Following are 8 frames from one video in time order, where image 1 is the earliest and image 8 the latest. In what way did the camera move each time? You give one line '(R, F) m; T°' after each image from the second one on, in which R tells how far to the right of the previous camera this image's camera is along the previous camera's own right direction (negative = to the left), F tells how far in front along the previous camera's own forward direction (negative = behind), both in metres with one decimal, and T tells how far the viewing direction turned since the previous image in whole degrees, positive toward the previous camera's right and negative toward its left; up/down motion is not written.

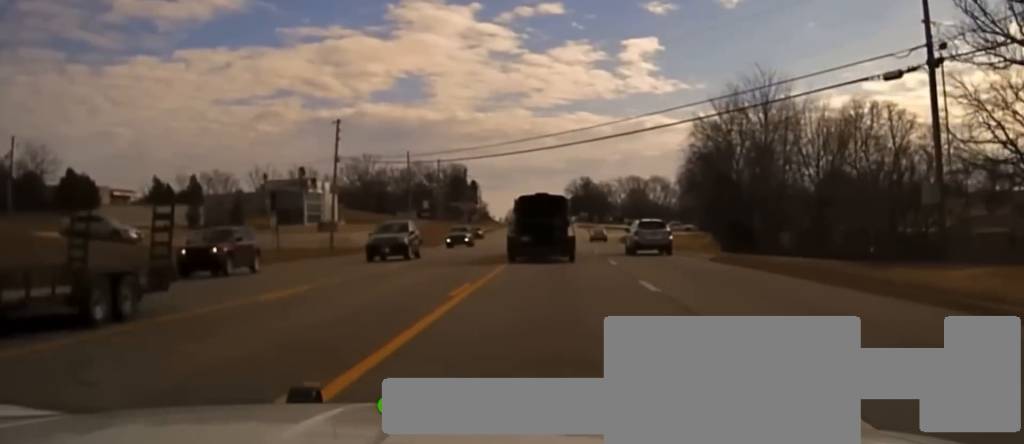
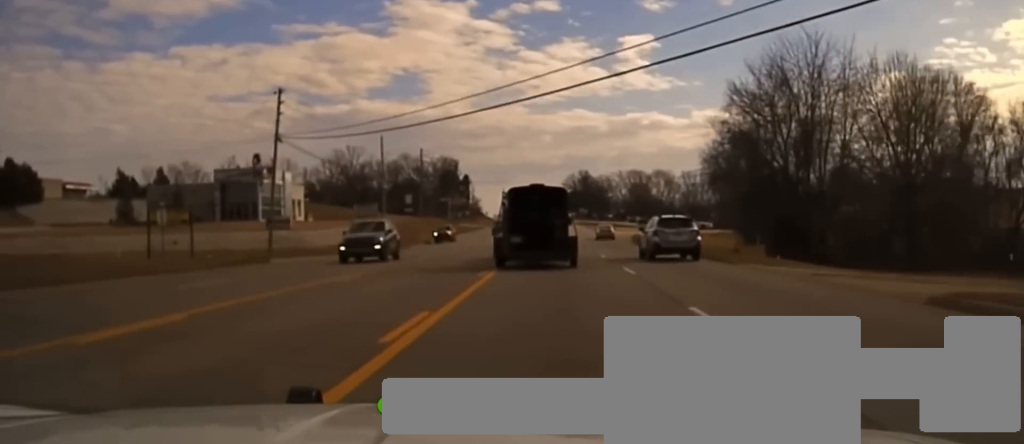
(0.0, +19.7) m; 0°
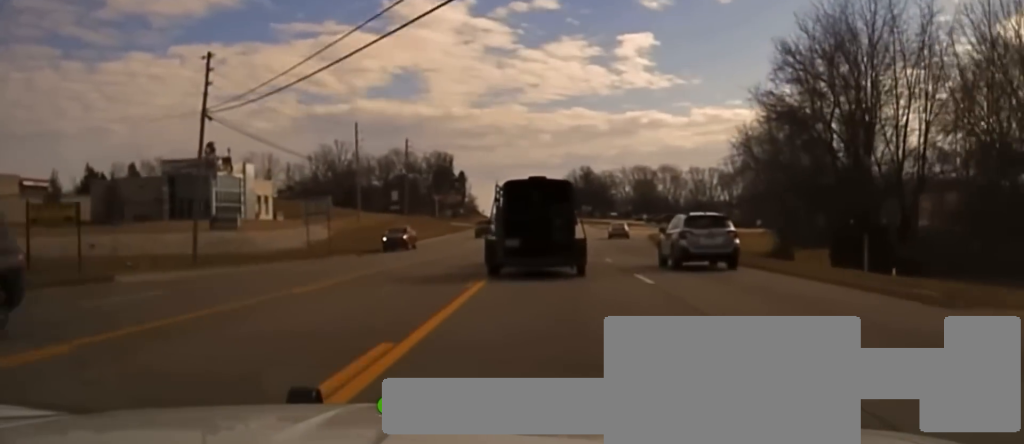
(0.0, +16.3) m; 0°
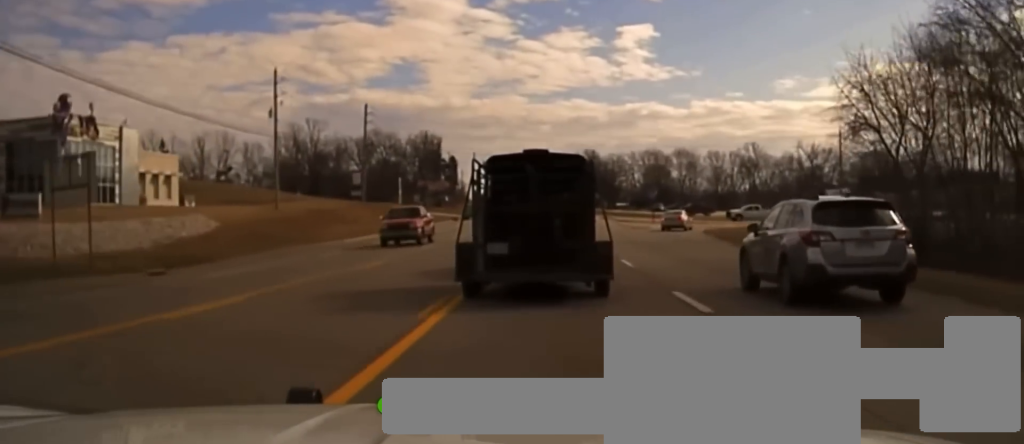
(+0.1, +32.7) m; 0°
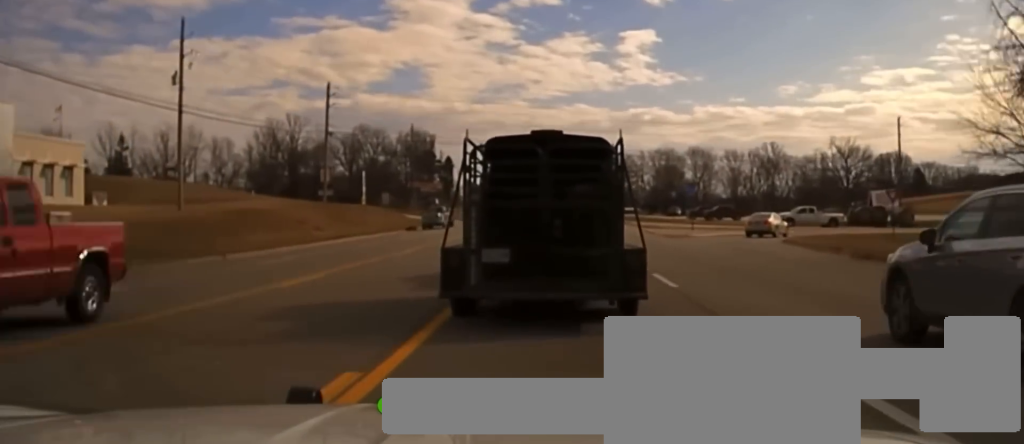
(0.0, +21.4) m; 0°
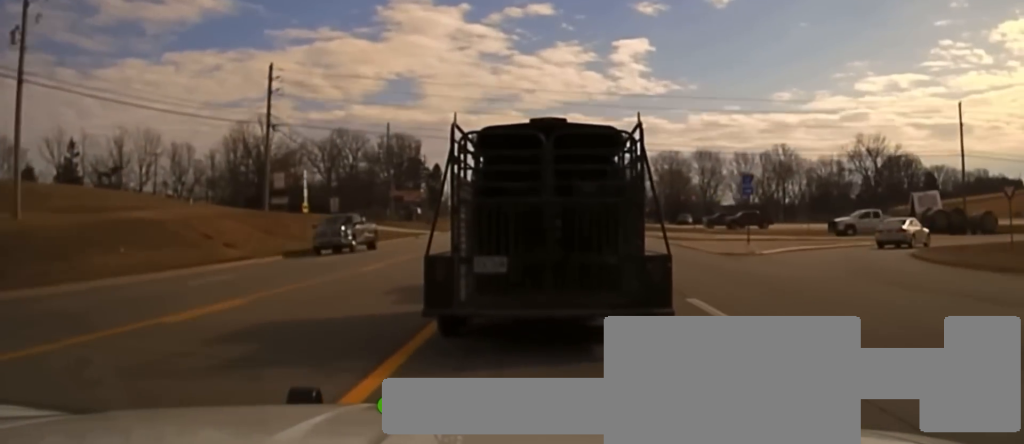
(+0.2, +18.5) m; -1°
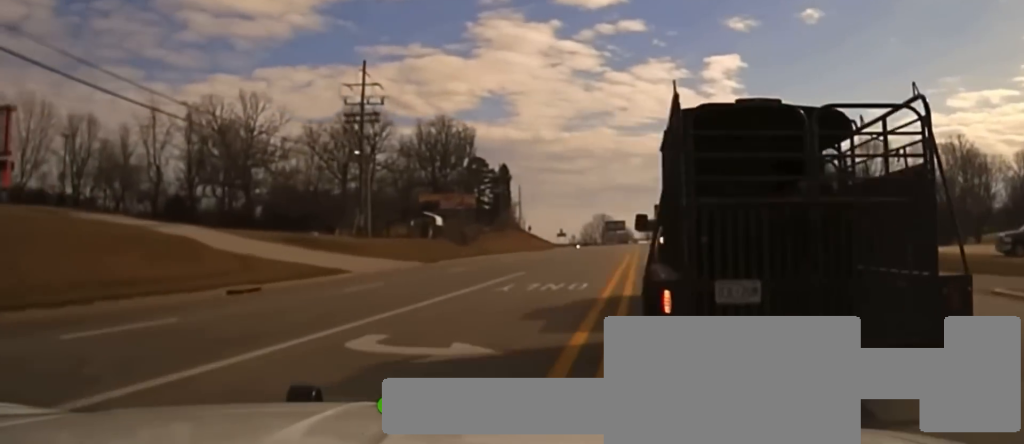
(+0.7, +60.9) m; -2°
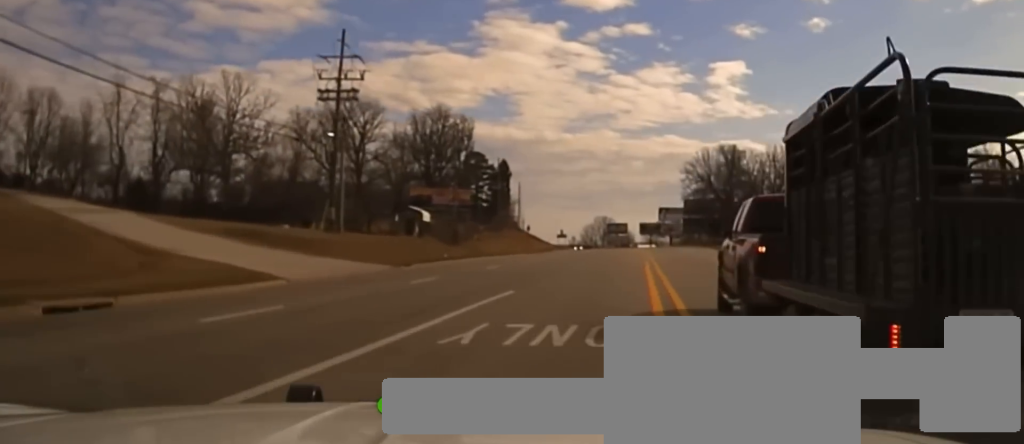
(-0.3, +8.8) m; -1°
